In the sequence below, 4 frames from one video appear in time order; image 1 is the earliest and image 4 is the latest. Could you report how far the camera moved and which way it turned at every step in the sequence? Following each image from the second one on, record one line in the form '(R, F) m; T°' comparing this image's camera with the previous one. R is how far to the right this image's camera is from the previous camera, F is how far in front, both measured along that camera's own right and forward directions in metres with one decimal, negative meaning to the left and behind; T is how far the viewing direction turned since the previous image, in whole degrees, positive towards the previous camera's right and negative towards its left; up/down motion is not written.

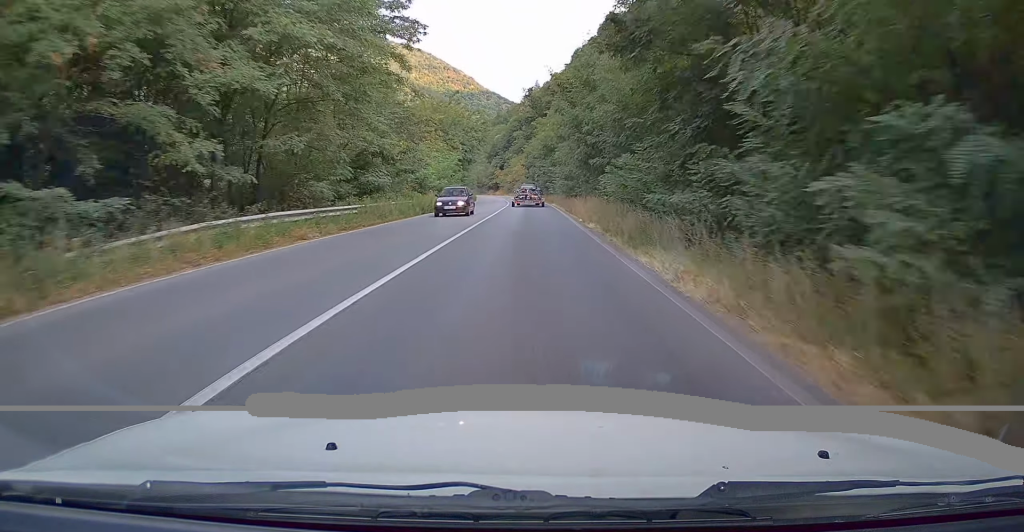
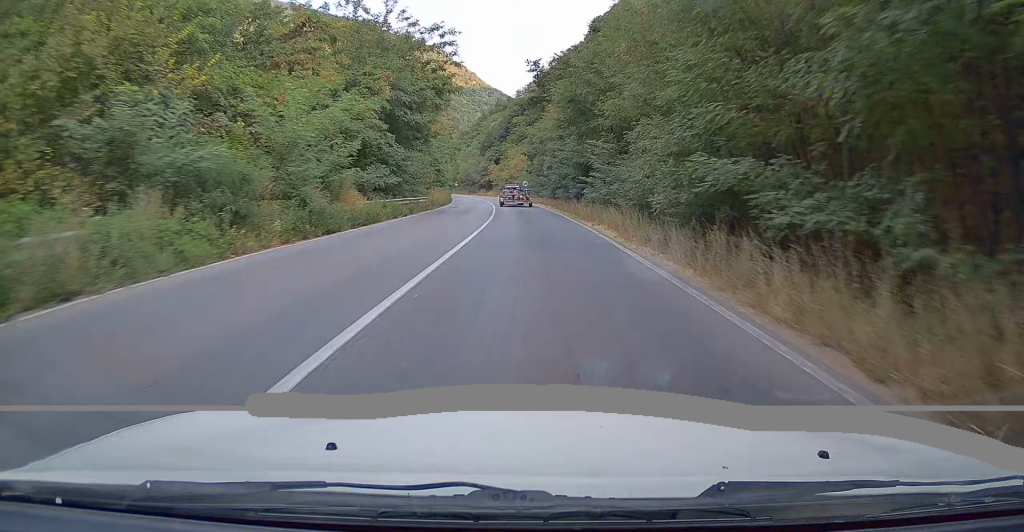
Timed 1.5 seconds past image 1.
(+0.8, +33.1) m; +1°
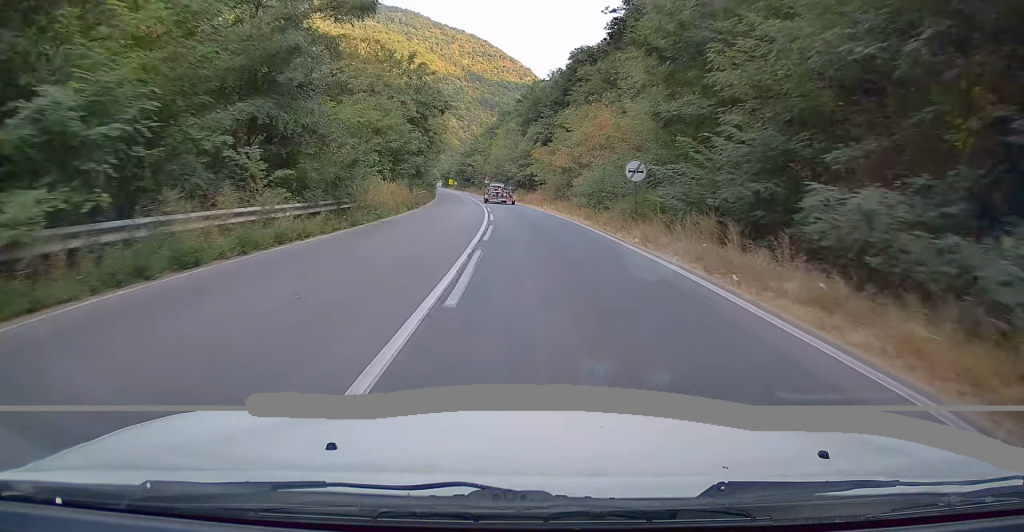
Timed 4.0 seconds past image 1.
(-0.7, +55.9) m; -3°
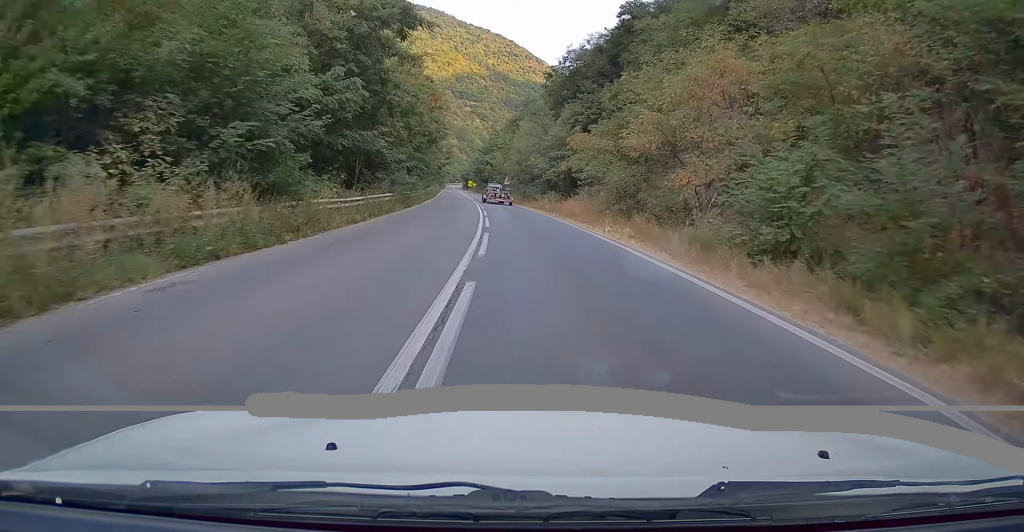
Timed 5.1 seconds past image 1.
(-0.7, +23.0) m; -4°
